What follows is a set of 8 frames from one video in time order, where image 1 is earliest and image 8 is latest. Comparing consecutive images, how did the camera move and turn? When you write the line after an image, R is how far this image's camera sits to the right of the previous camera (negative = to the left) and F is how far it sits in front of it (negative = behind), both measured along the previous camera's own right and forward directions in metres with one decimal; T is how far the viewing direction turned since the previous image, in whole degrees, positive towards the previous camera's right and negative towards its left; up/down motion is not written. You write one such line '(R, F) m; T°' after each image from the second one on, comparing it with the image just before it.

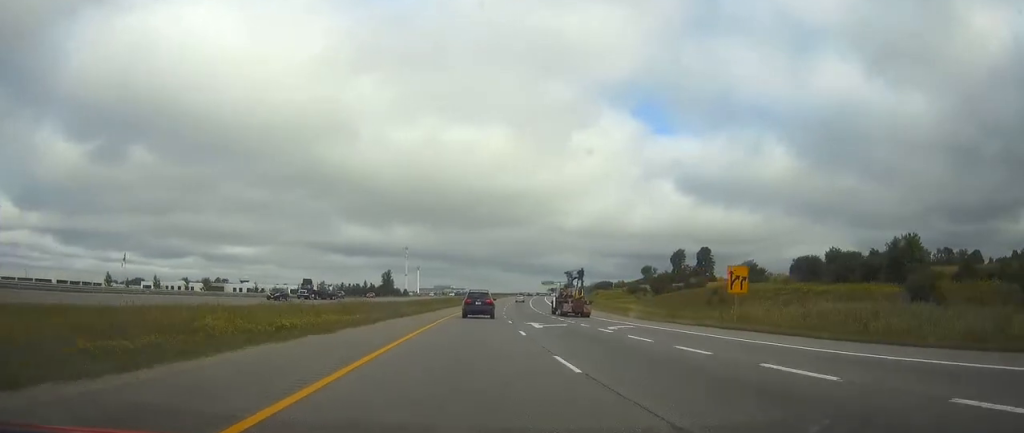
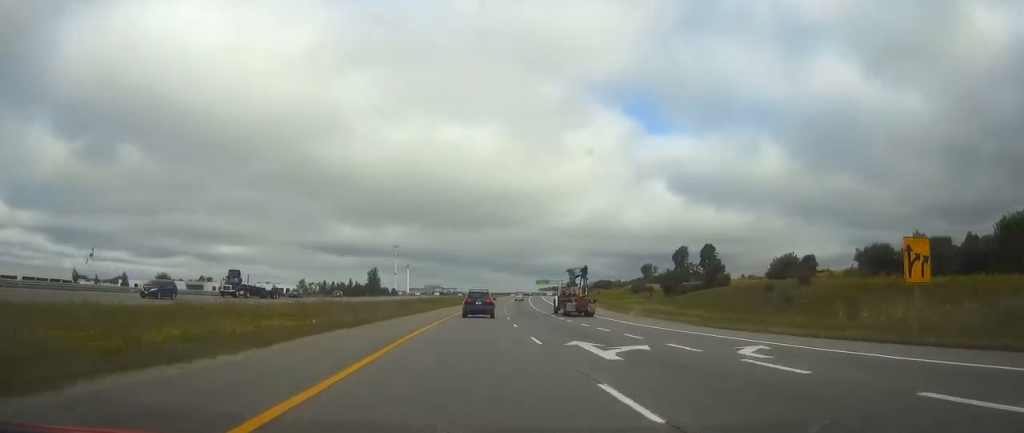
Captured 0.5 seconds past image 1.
(+0.1, +17.2) m; +1°
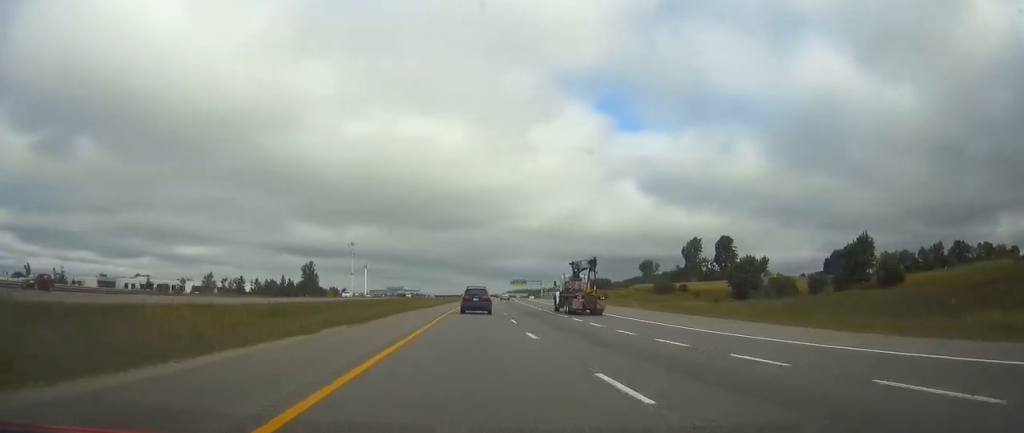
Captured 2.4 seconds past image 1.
(+1.4, +59.3) m; +3°
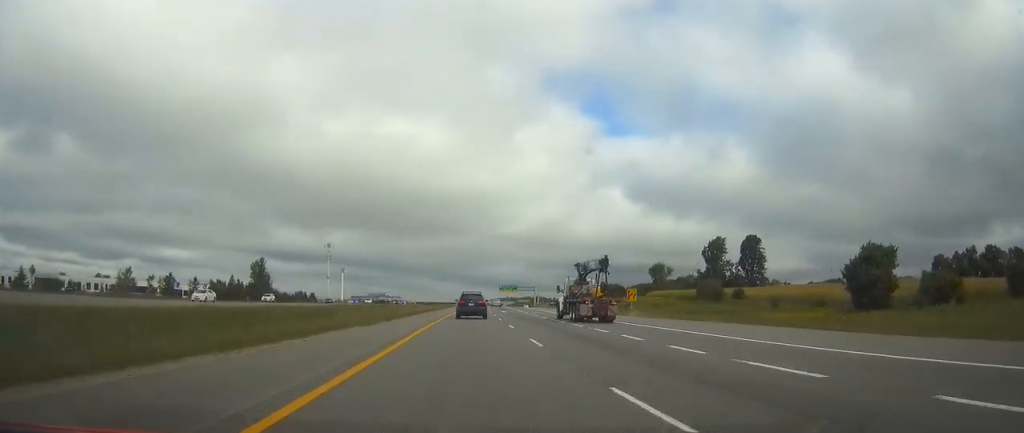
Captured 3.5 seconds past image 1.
(+0.5, +38.0) m; +1°
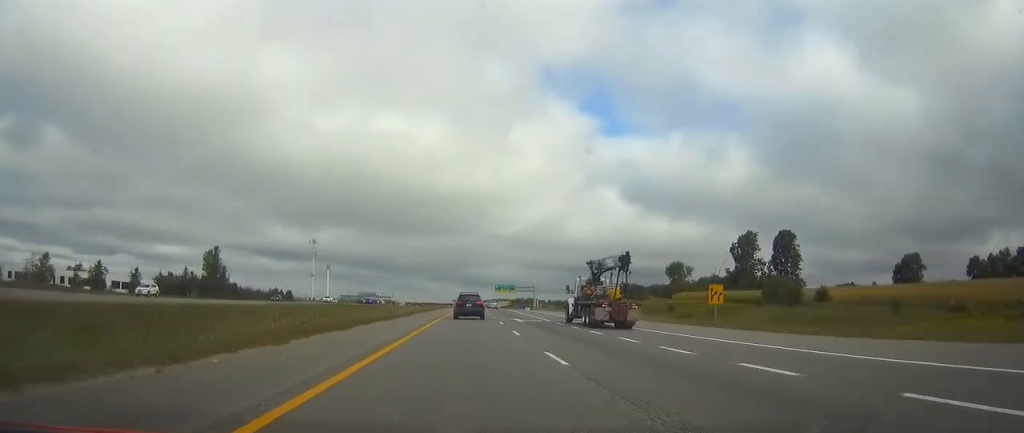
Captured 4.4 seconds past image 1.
(+0.1, +29.4) m; +1°
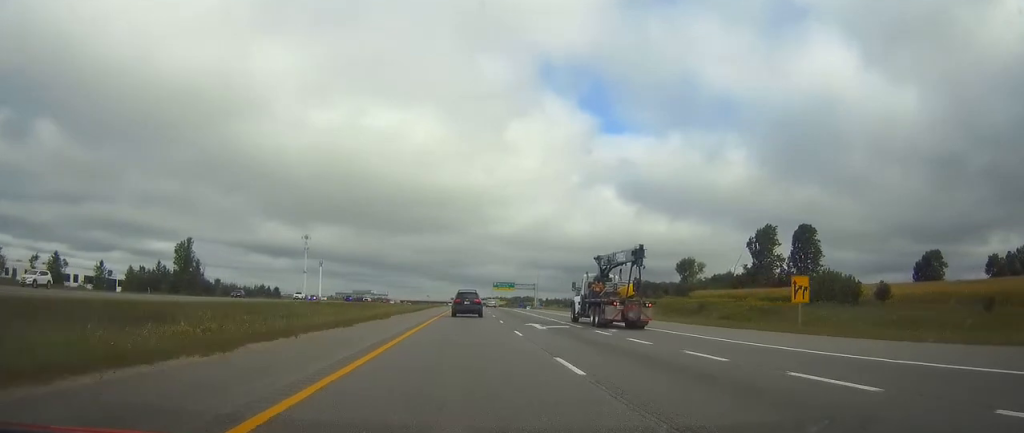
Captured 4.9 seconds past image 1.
(+0.2, +14.2) m; 0°
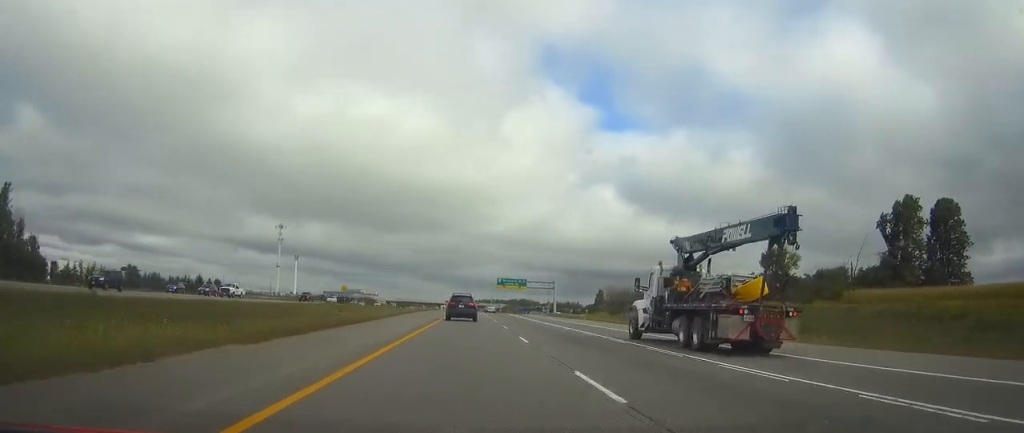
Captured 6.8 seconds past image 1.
(+0.3, +62.5) m; 0°
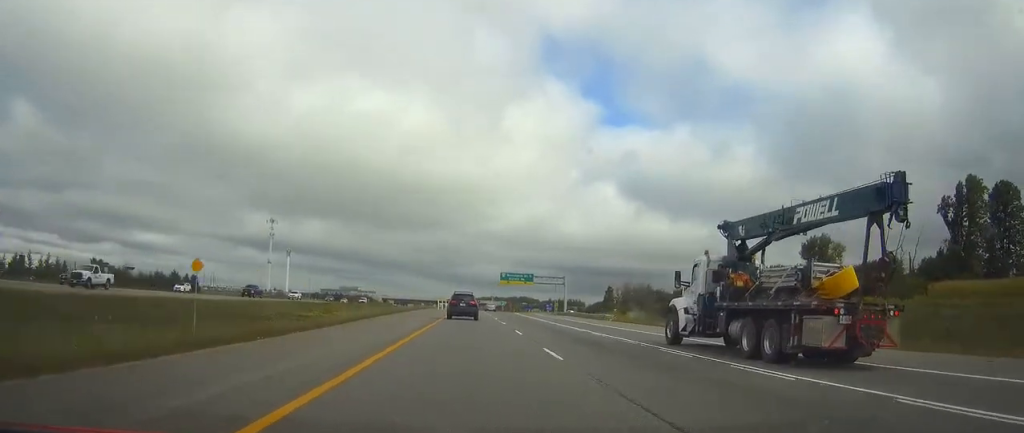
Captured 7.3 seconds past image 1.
(0.0, +18.7) m; 0°
